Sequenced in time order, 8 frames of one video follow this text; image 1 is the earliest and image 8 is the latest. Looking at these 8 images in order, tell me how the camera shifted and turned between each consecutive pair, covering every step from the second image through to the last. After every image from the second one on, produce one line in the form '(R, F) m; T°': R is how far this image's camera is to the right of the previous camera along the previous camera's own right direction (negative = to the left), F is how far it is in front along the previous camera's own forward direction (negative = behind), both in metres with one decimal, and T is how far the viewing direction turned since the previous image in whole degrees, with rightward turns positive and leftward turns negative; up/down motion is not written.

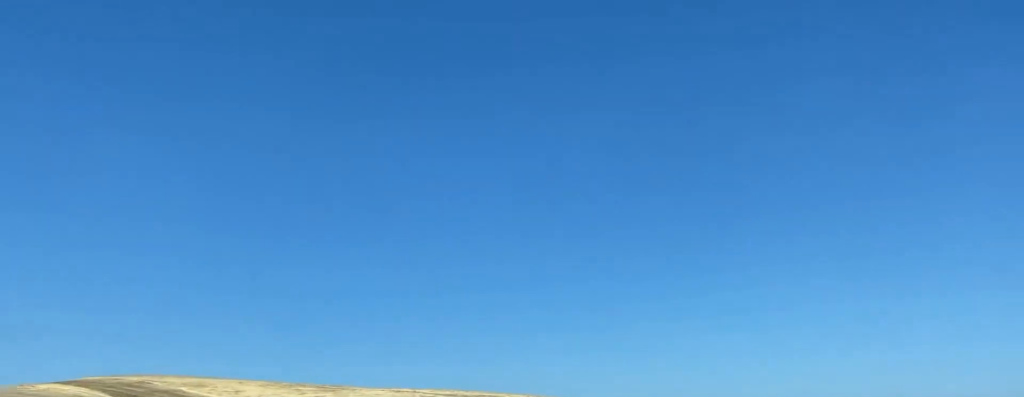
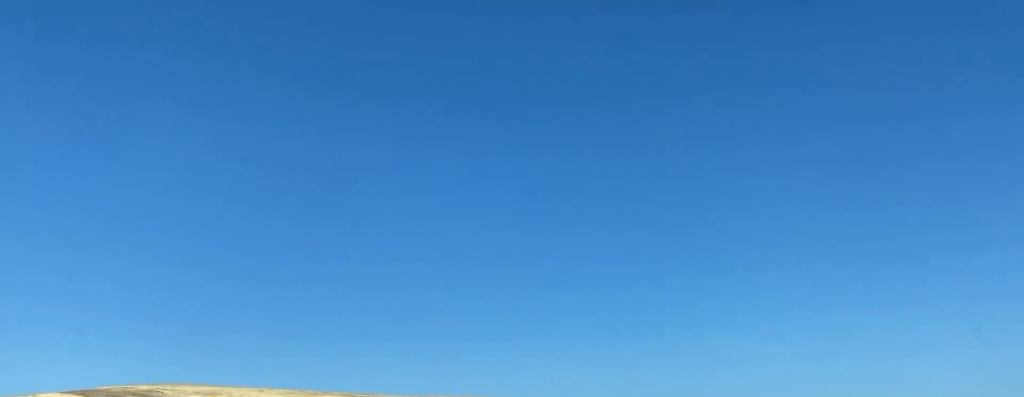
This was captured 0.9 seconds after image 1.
(-3.7, +33.0) m; -13°
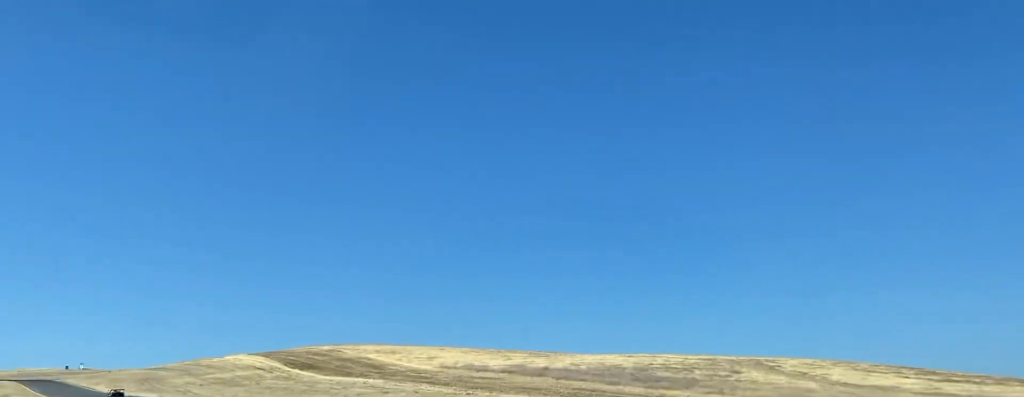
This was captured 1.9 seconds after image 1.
(-5.3, +35.6) m; -15°
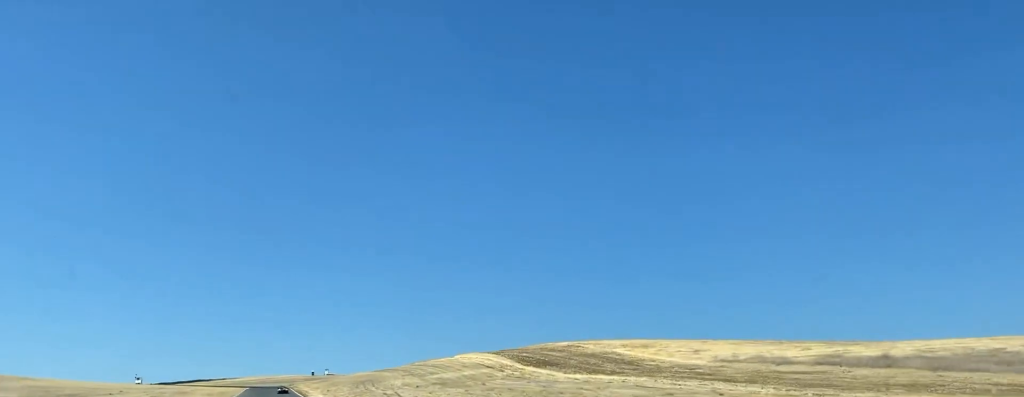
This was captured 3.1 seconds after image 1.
(-5.4, +44.7) m; -9°
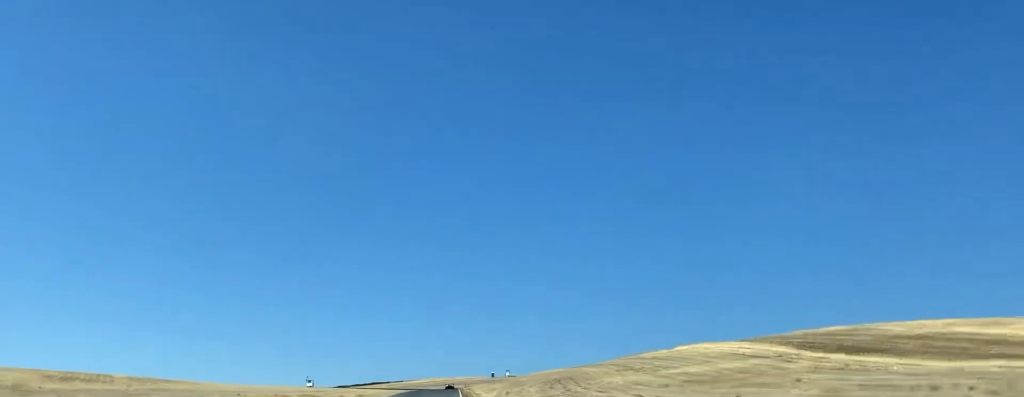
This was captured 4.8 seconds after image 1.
(-0.9, +60.9) m; 0°
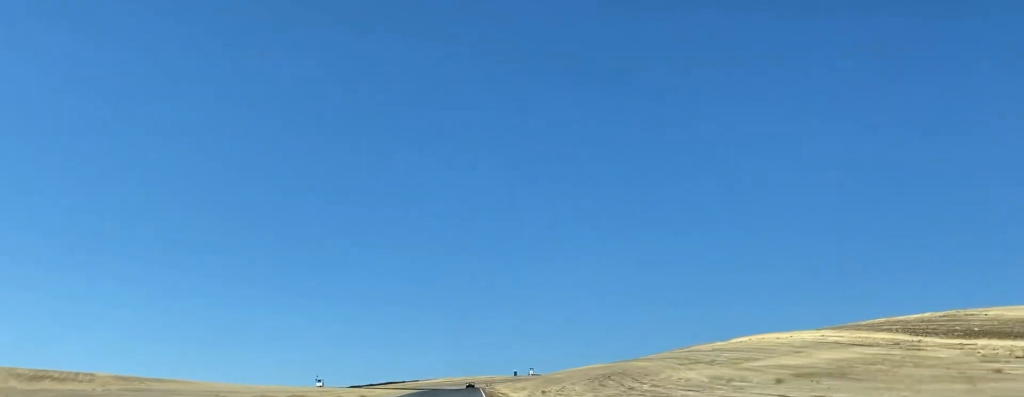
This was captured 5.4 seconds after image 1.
(0.0, +21.1) m; +1°
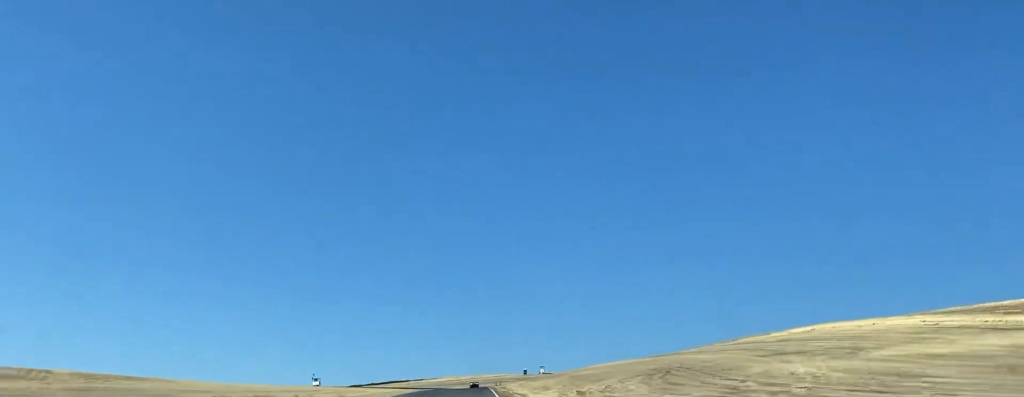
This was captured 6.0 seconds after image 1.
(+0.6, +23.7) m; +2°
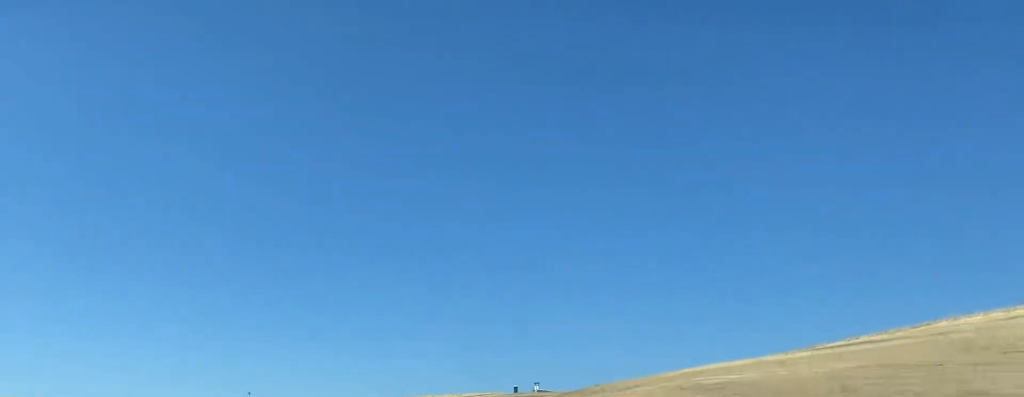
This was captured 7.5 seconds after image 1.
(+0.8, +56.5) m; +1°
